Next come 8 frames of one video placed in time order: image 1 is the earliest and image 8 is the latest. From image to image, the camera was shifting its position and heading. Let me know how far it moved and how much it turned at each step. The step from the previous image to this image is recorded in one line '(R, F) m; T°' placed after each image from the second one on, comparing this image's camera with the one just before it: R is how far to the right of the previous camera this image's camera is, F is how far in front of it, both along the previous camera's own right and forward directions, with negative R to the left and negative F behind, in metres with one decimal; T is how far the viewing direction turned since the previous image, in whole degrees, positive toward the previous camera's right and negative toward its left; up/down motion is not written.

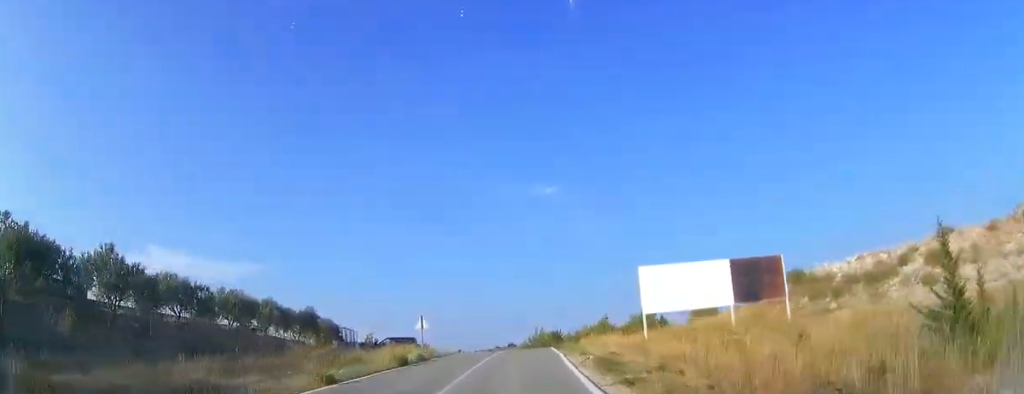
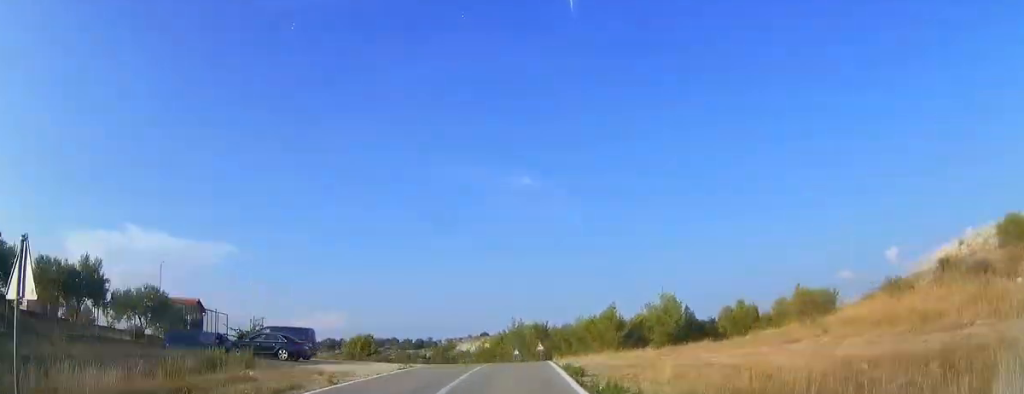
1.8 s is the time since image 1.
(+0.5, +23.6) m; +2°
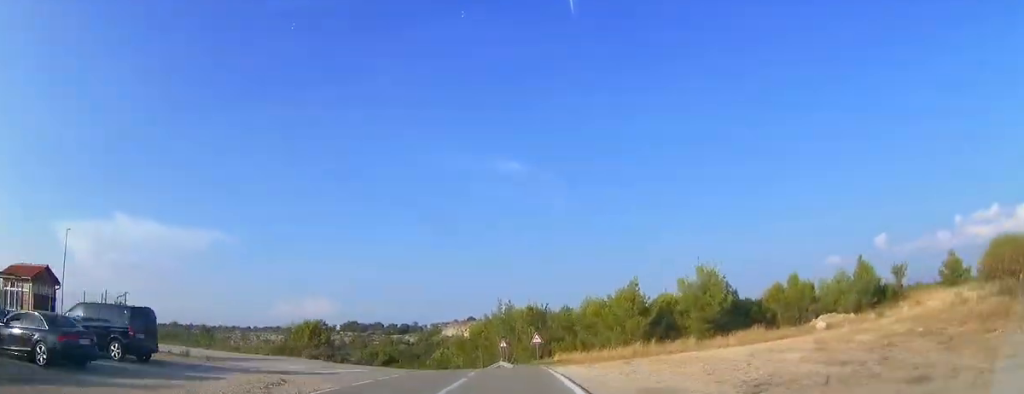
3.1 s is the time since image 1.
(+0.1, +16.5) m; +1°
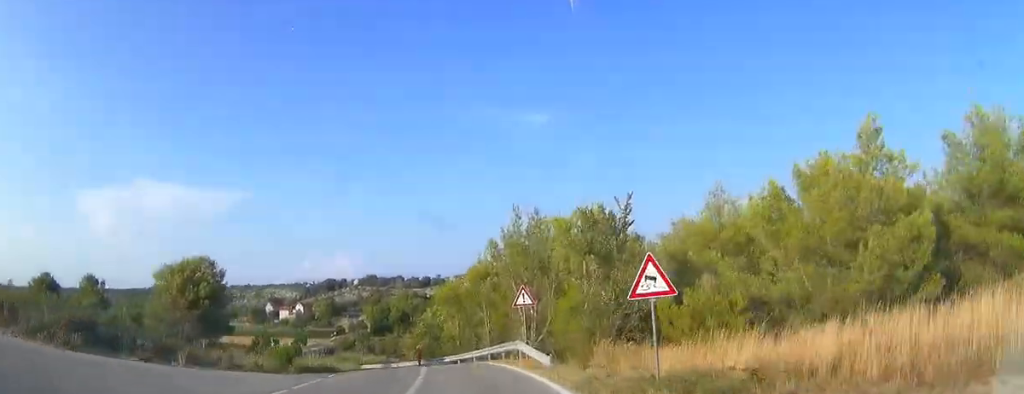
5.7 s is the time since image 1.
(-0.1, +27.9) m; -3°
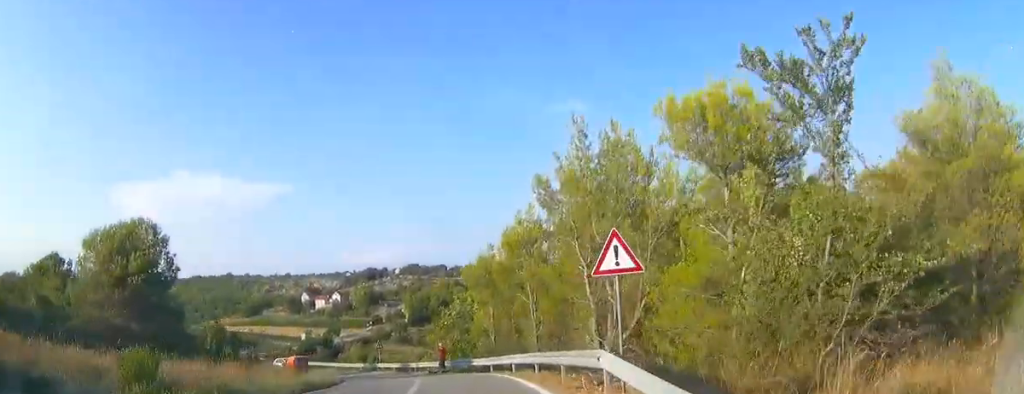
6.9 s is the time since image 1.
(0.0, +11.0) m; -3°
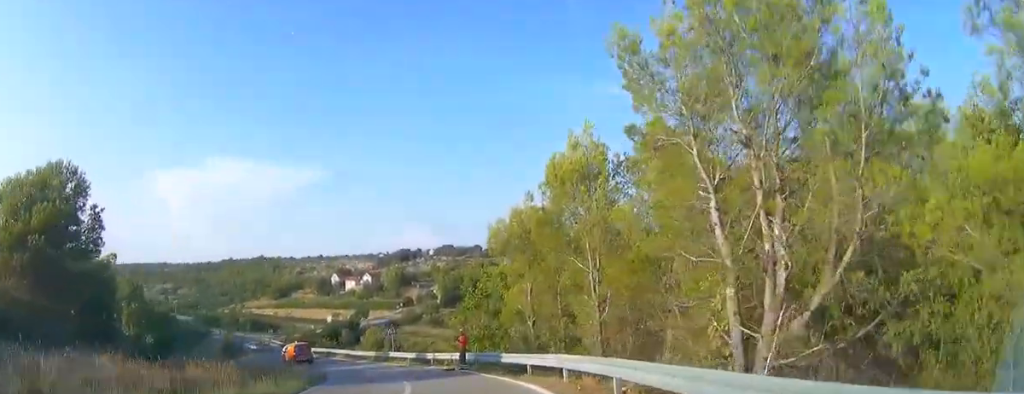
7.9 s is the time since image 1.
(-0.5, +8.1) m; -4°
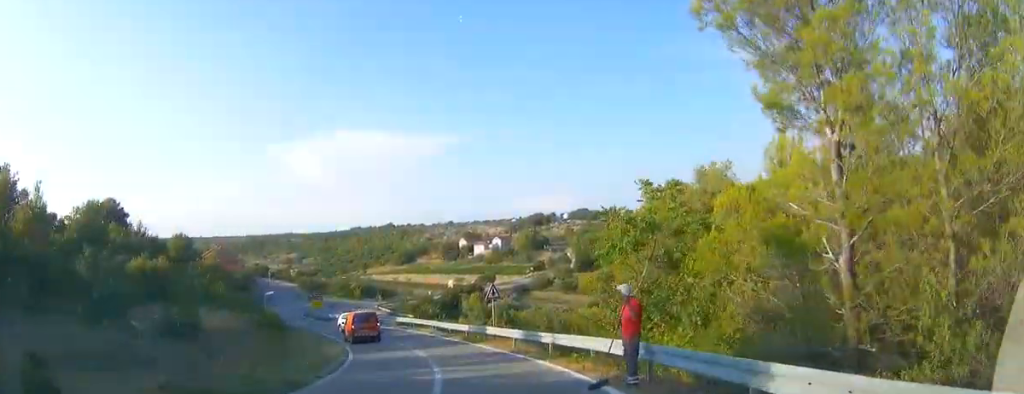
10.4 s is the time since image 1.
(-1.7, +19.0) m; -12°
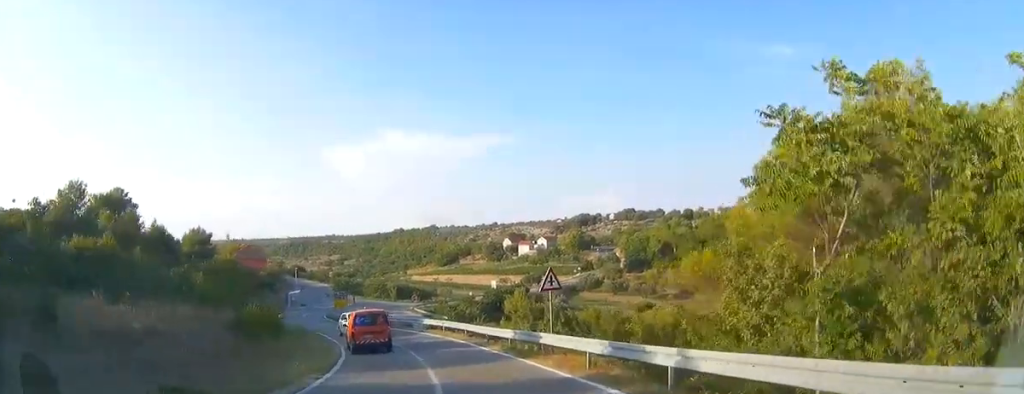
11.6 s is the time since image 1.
(-0.6, +8.5) m; -6°
